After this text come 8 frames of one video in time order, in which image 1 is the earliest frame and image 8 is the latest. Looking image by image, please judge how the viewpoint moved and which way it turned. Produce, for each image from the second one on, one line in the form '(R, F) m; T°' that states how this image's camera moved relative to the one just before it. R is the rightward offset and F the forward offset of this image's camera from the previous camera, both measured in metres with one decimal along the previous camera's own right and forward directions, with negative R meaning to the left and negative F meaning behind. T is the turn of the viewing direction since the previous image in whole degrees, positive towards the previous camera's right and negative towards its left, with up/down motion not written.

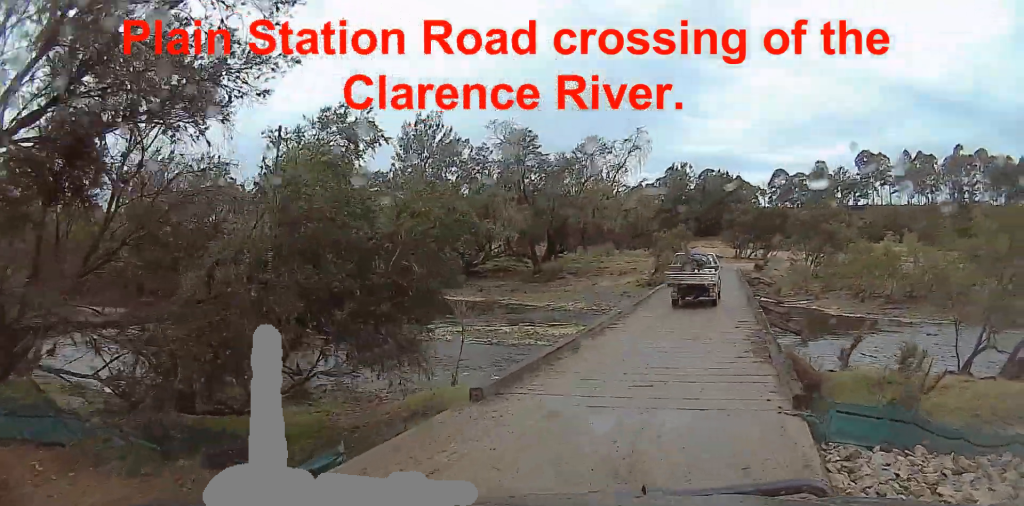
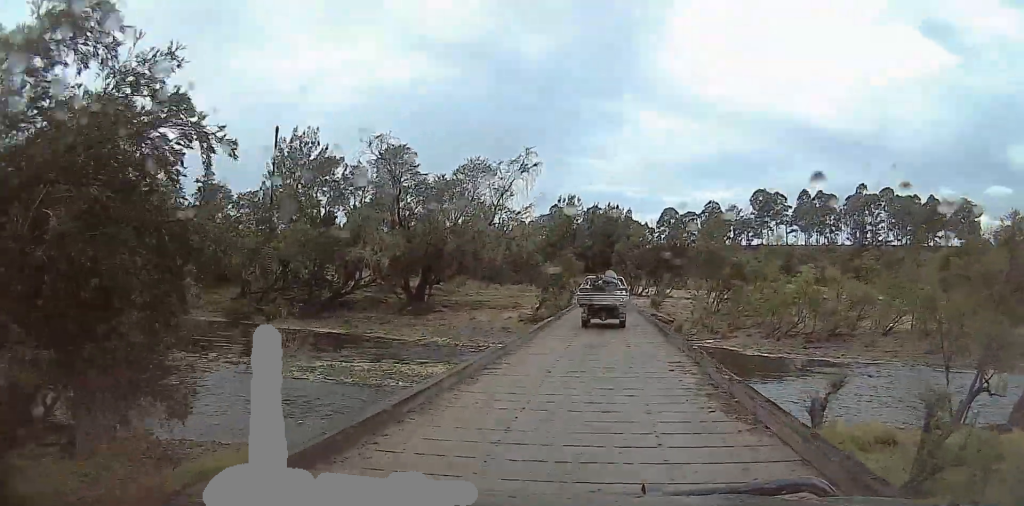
(-0.3, +5.5) m; +21°
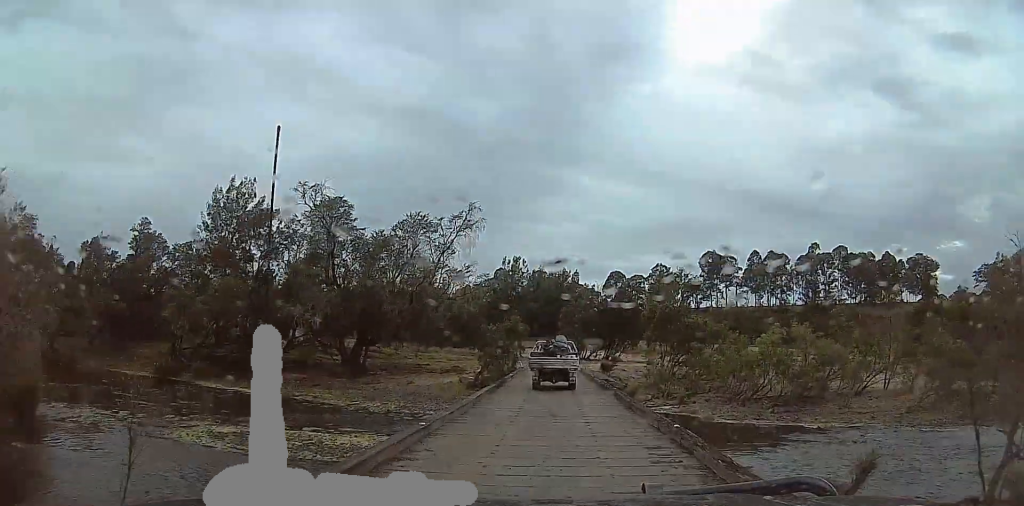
(+1.5, +3.3) m; +15°
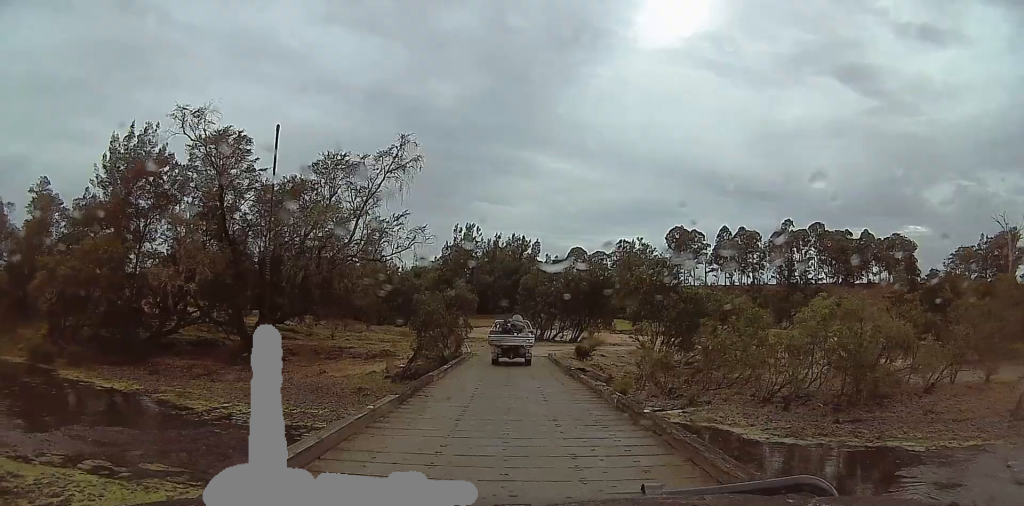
(+2.5, +12.8) m; +11°
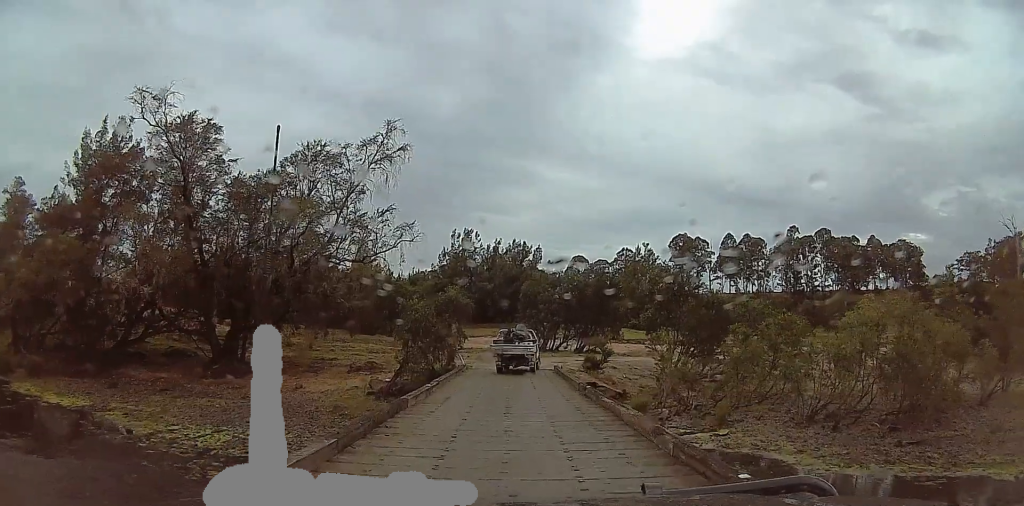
(0.0, +4.8) m; 0°
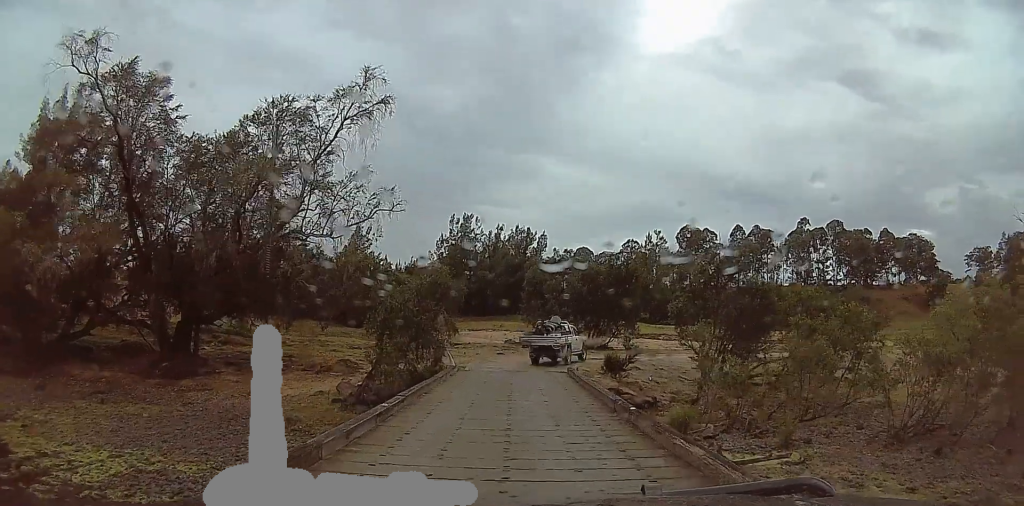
(0.0, +6.7) m; -7°
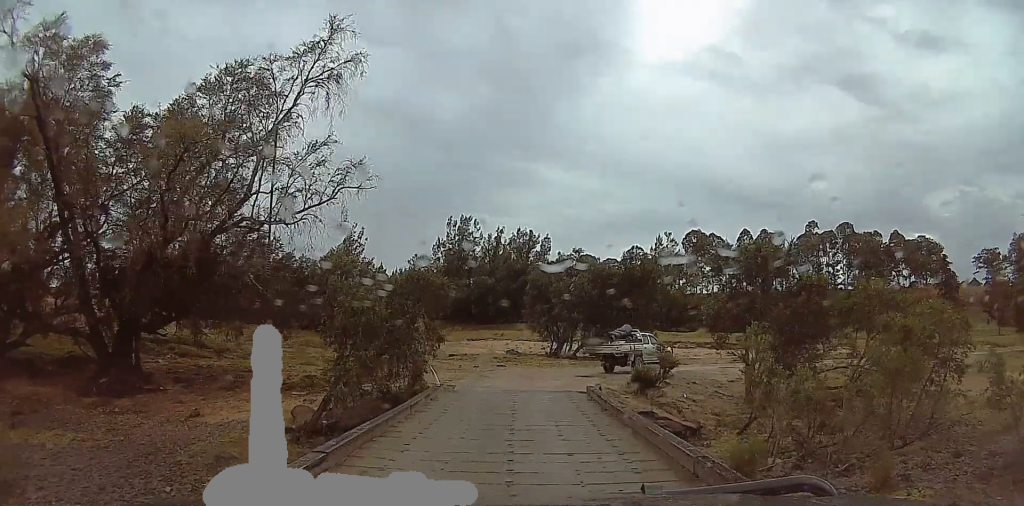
(-0.7, +5.7) m; -6°
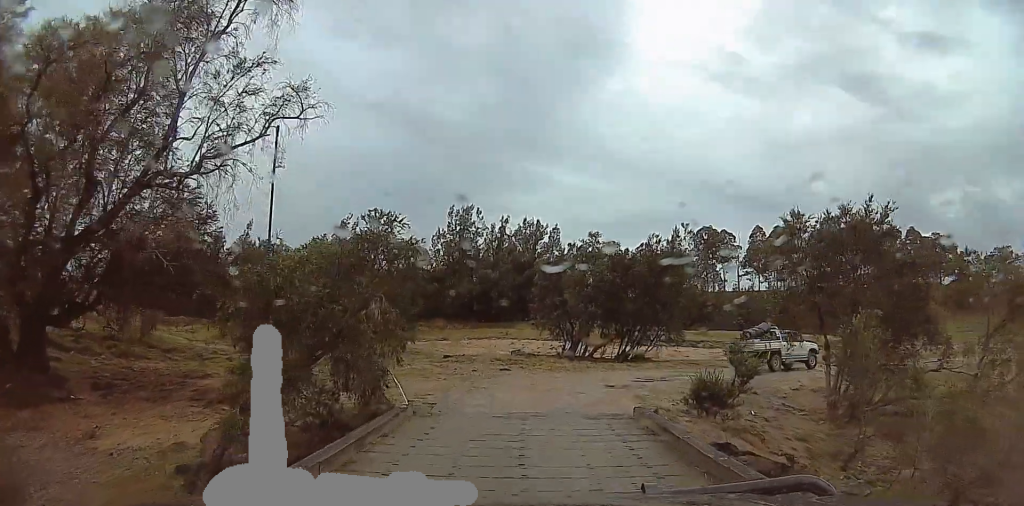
(+0.2, +6.4) m; +8°
